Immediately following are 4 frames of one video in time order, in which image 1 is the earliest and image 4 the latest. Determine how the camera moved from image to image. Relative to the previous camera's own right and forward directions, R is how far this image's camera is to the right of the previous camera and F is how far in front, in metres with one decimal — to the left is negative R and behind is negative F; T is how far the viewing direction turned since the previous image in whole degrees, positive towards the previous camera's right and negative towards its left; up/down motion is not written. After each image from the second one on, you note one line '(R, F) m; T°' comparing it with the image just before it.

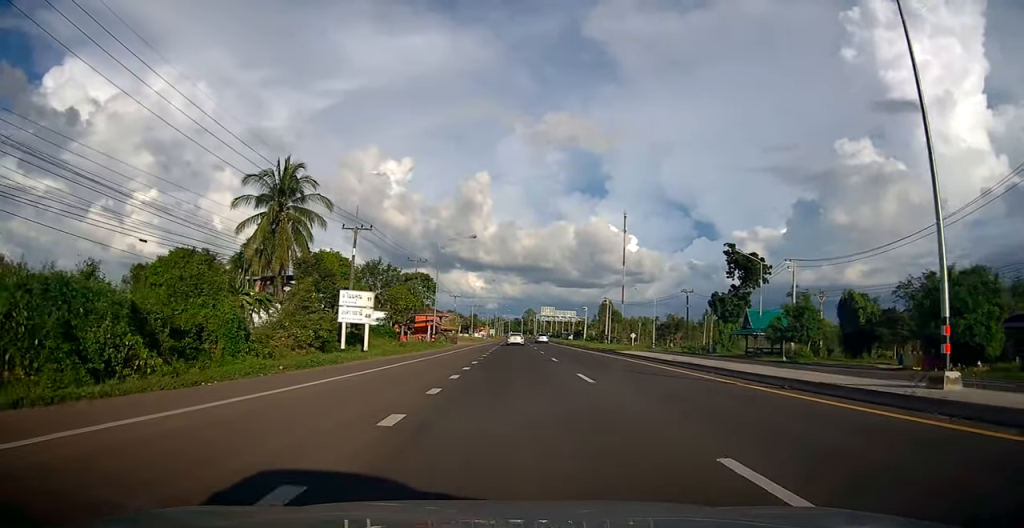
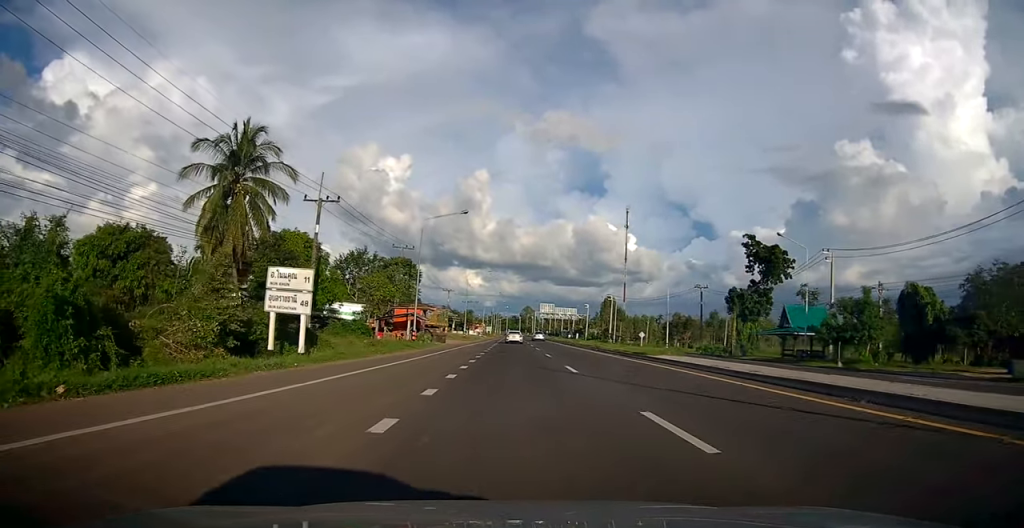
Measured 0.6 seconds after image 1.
(0.0, +8.8) m; 0°
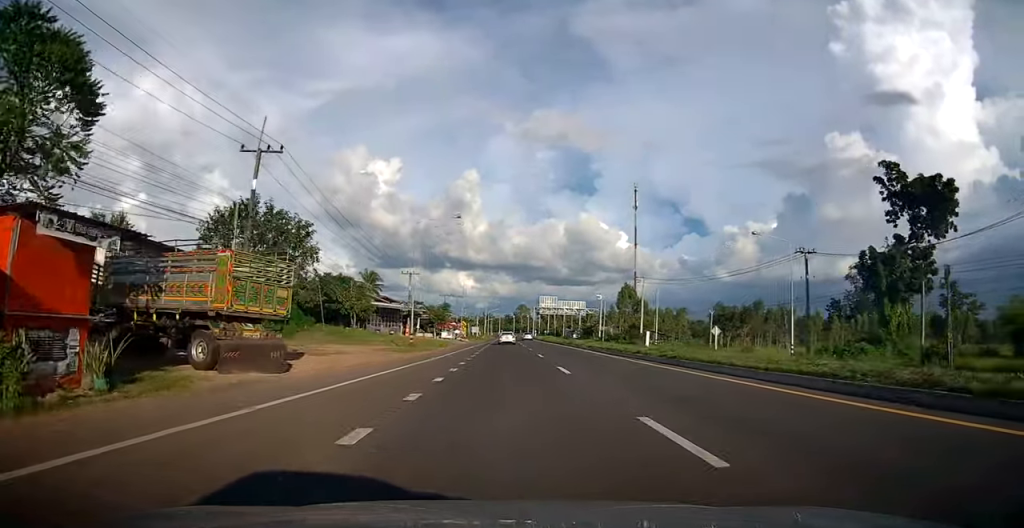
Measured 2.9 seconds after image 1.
(+0.2, +37.0) m; 0°
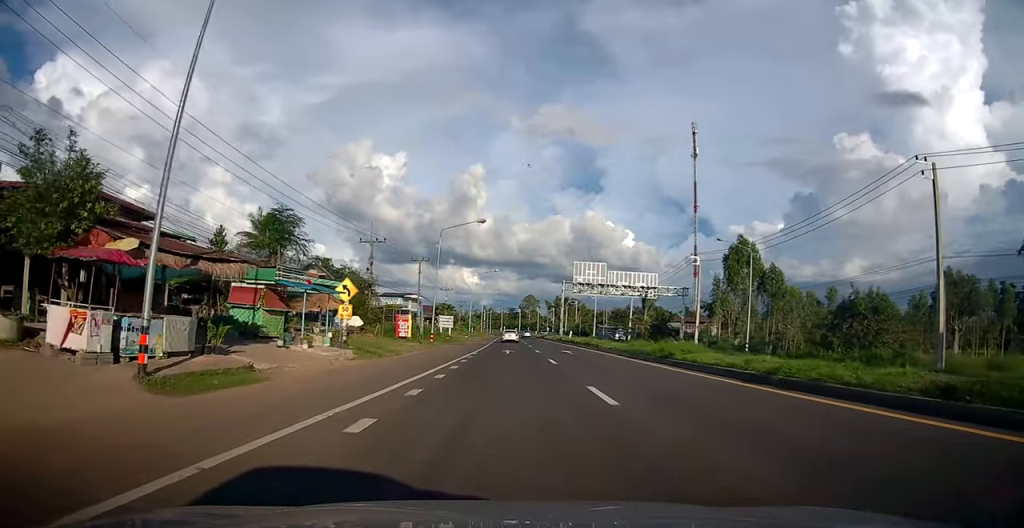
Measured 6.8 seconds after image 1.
(-0.3, +68.5) m; 0°
